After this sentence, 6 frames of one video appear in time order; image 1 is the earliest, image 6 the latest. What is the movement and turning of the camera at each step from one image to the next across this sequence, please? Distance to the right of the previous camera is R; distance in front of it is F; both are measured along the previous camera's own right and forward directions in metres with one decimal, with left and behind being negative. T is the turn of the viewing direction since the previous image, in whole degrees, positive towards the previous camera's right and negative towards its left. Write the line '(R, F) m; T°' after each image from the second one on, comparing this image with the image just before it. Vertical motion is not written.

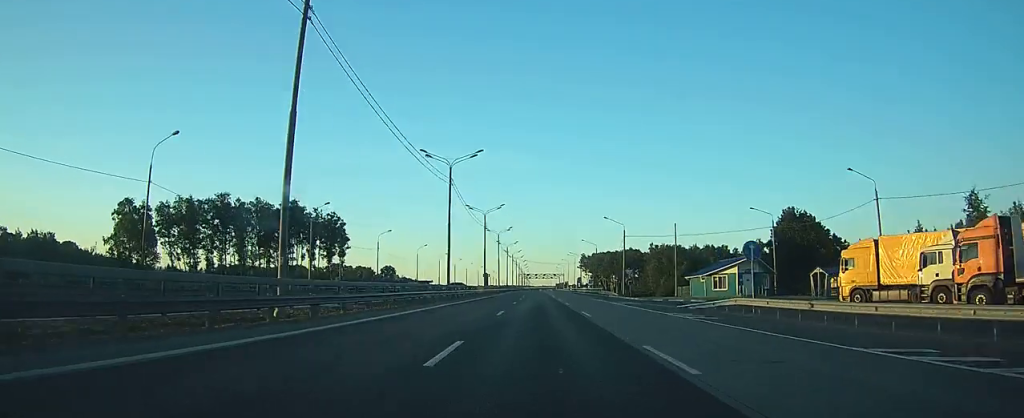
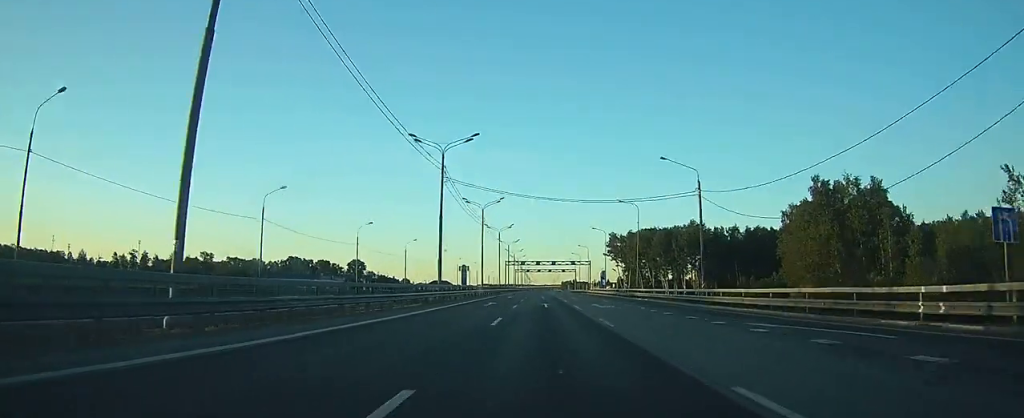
(-0.2, +116.6) m; 0°
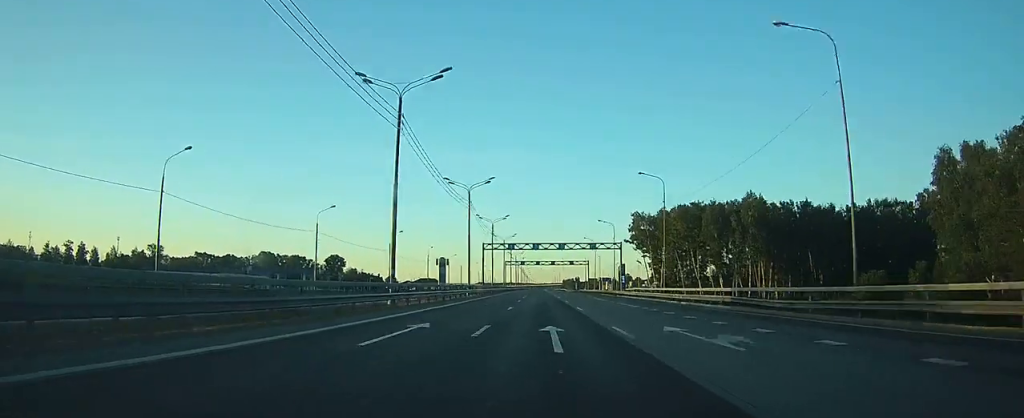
(+0.1, +52.0) m; 0°
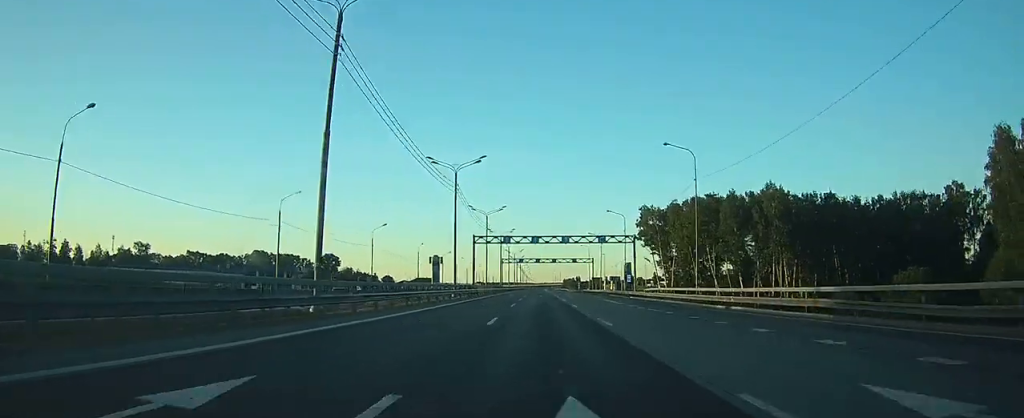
(0.0, +11.8) m; 0°
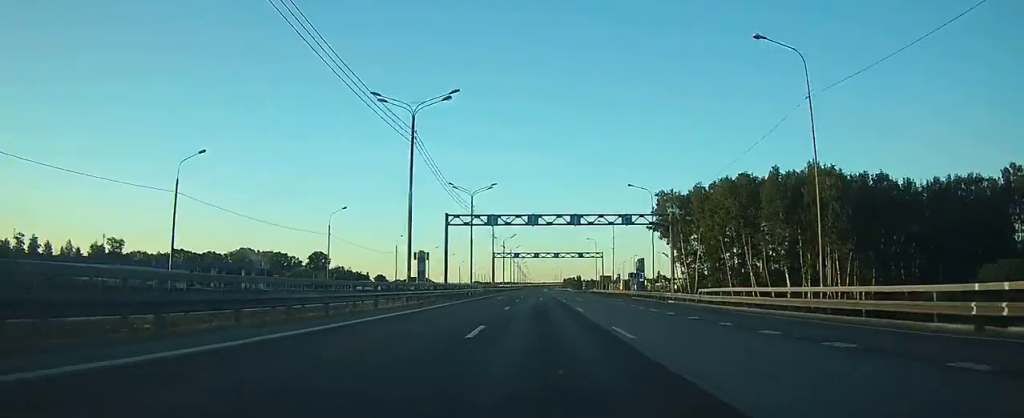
(0.0, +20.6) m; 0°
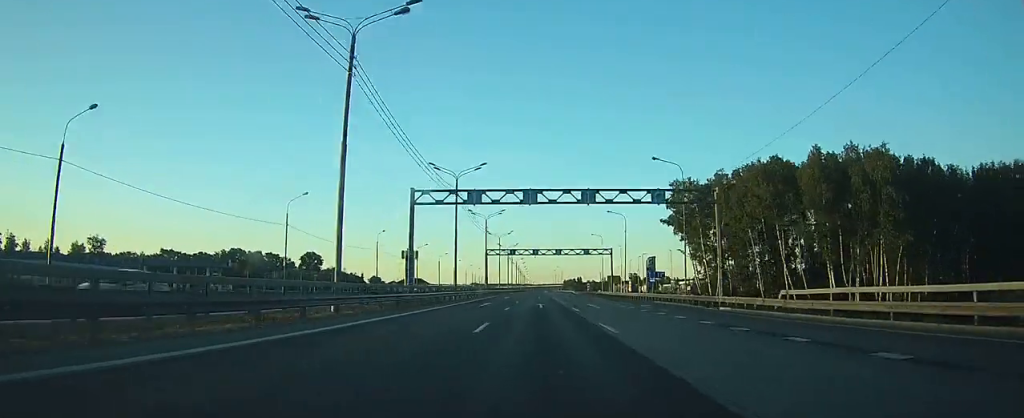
(0.0, +13.8) m; 0°
